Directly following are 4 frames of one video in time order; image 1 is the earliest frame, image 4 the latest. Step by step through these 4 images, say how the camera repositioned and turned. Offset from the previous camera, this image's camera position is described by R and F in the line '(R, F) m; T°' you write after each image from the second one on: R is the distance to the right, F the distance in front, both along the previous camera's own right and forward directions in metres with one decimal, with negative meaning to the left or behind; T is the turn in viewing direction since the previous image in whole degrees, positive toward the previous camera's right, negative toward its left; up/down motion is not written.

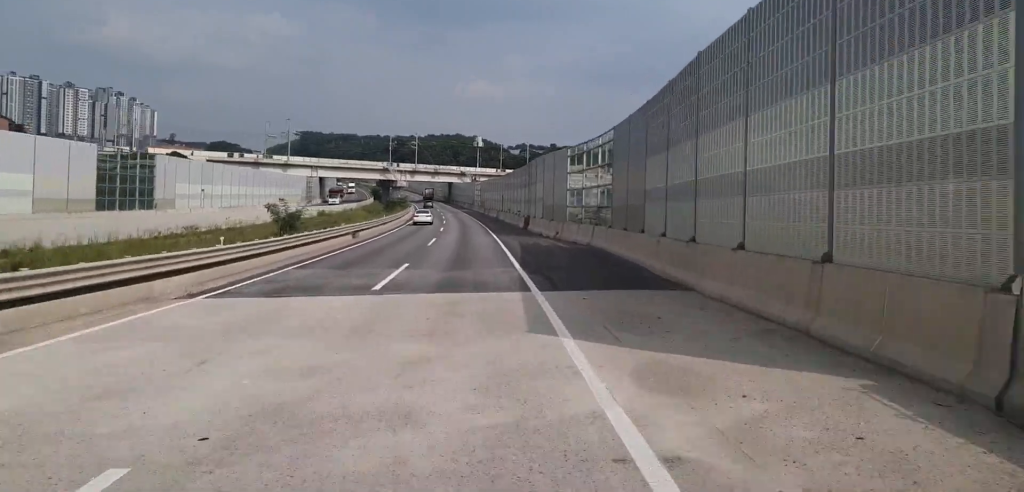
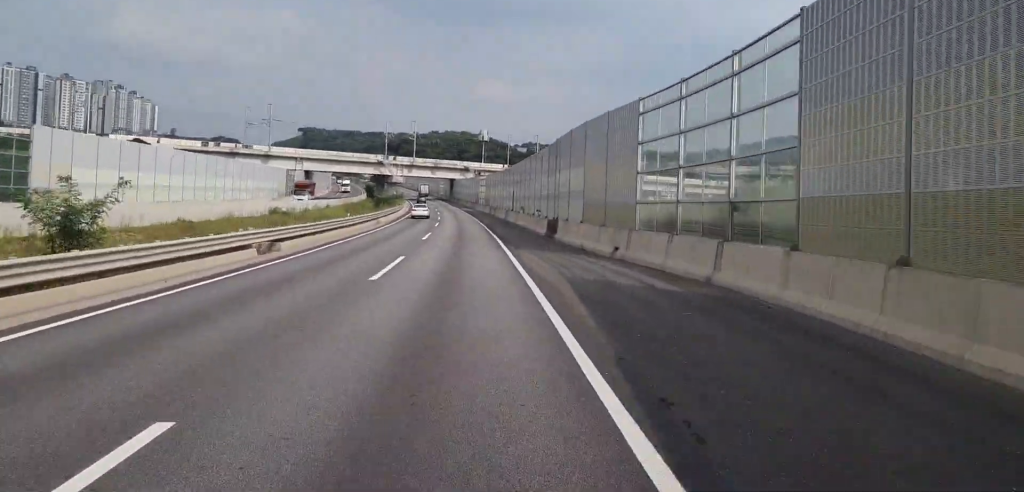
(-0.3, +20.0) m; -1°
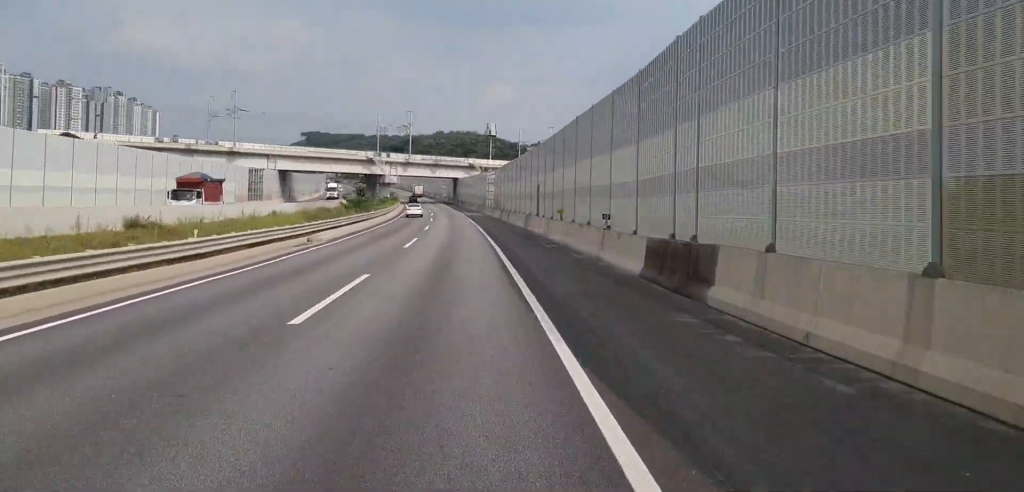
(-0.4, +26.9) m; -2°
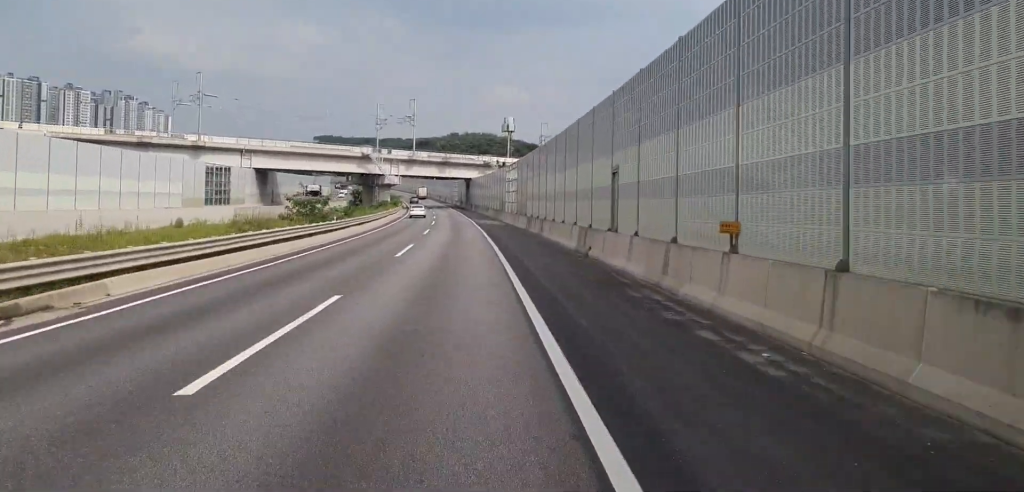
(-0.3, +24.3) m; -1°
